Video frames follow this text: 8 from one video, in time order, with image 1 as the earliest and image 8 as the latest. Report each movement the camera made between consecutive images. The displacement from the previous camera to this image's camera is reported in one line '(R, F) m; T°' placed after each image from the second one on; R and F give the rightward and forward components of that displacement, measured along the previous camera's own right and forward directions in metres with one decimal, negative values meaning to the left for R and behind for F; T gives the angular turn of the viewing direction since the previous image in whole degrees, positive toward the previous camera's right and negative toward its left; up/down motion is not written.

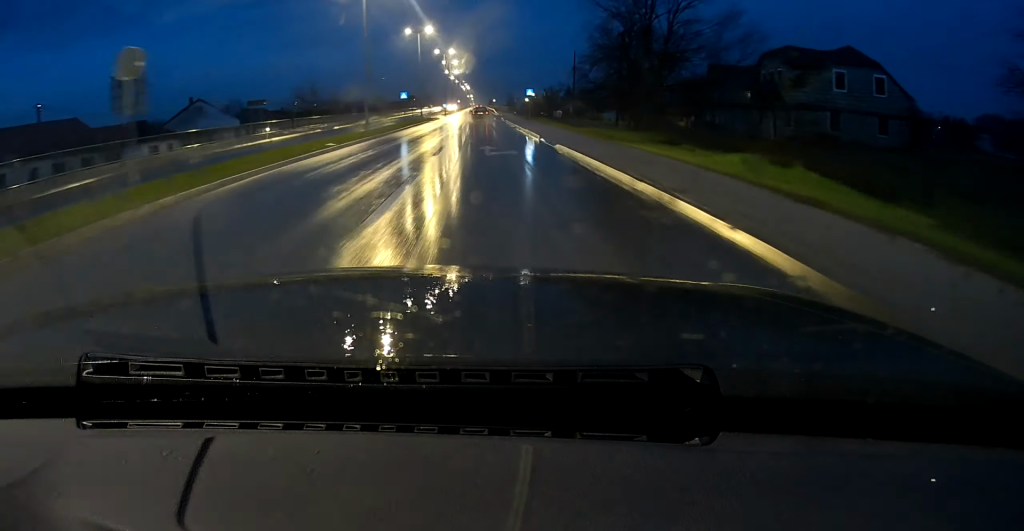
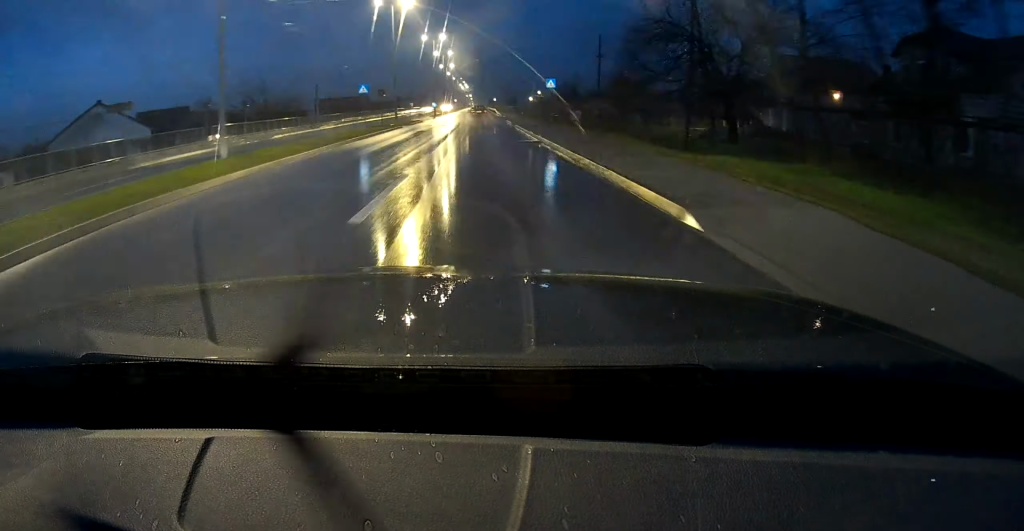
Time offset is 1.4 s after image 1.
(+0.1, +20.6) m; 0°
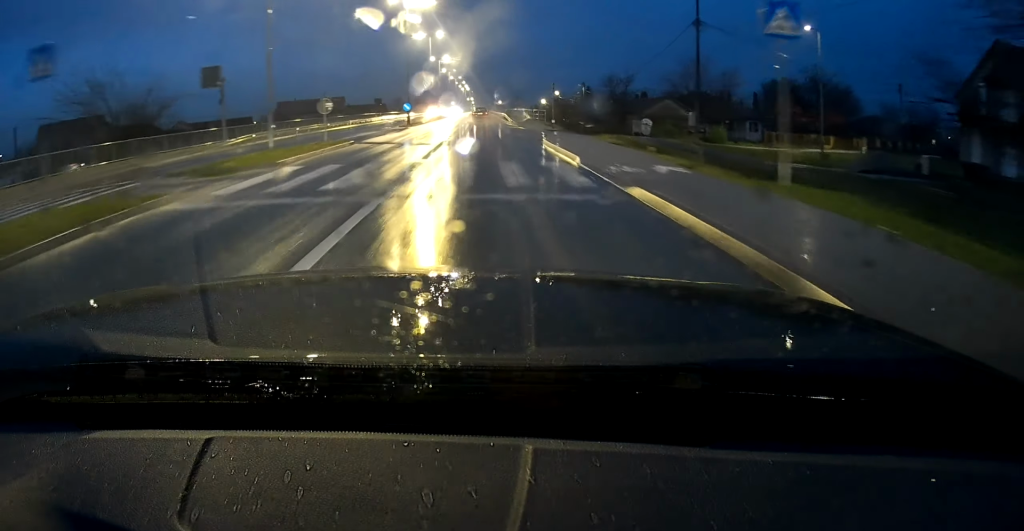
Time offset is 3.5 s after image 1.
(-0.1, +32.2) m; 0°
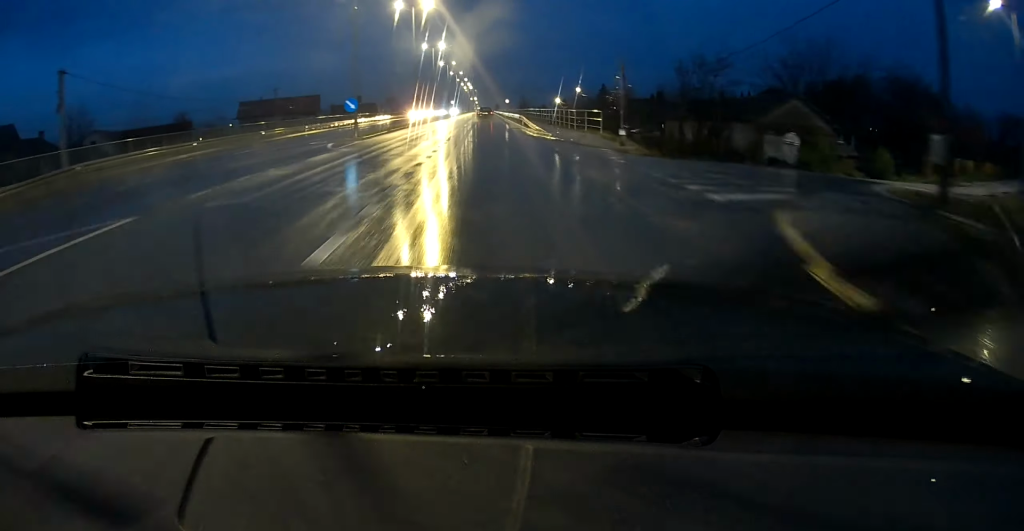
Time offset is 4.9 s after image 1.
(-0.1, +22.7) m; 0°
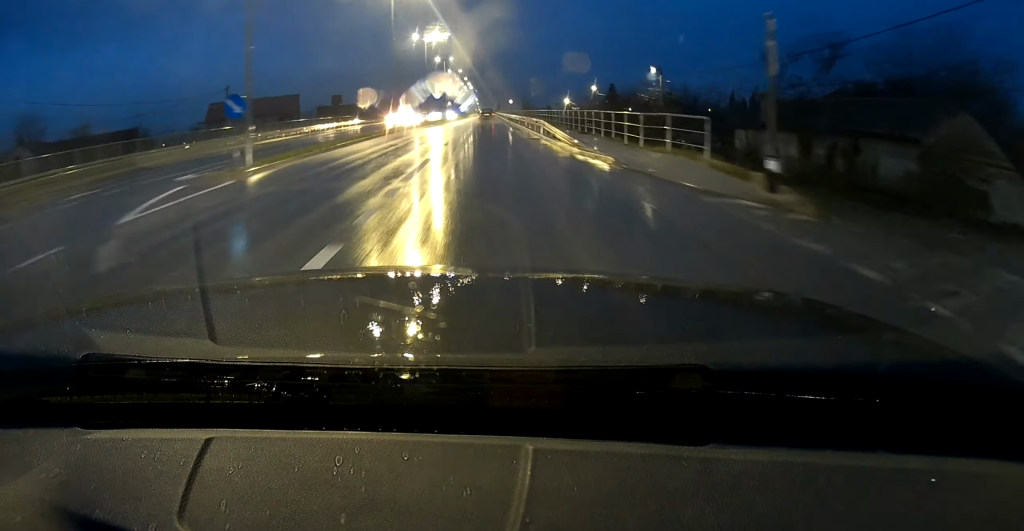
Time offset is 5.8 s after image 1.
(0.0, +13.5) m; 0°
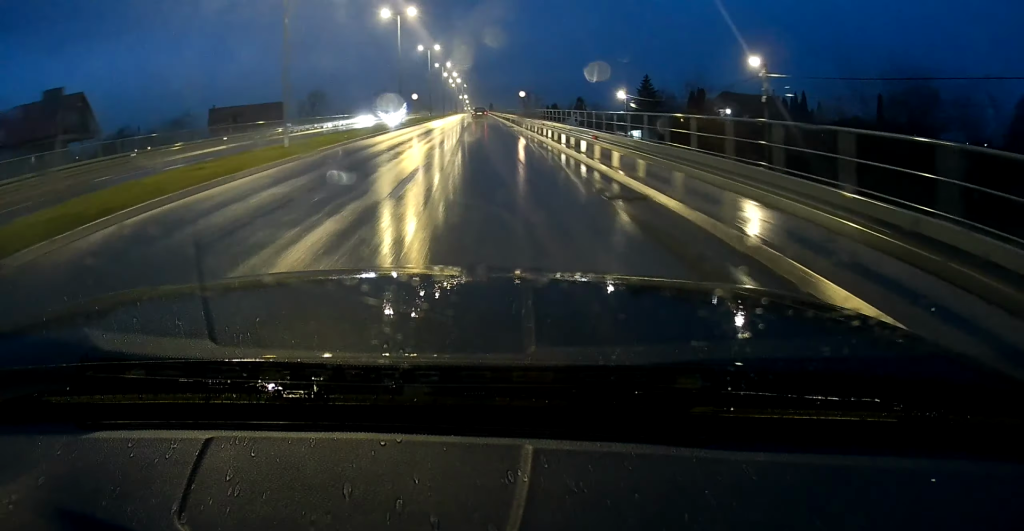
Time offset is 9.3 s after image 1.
(0.0, +54.2) m; +1°
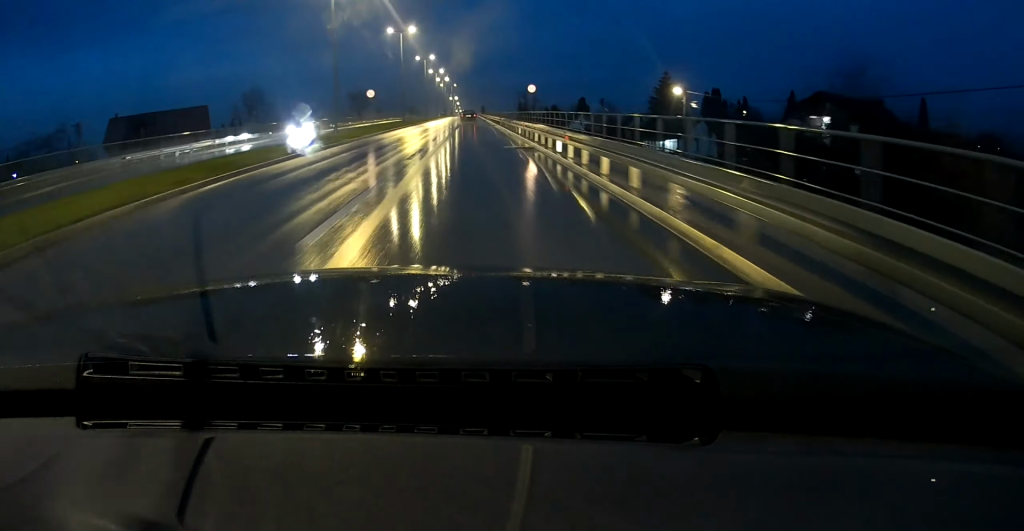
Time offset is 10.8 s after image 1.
(+0.2, +23.7) m; 0°
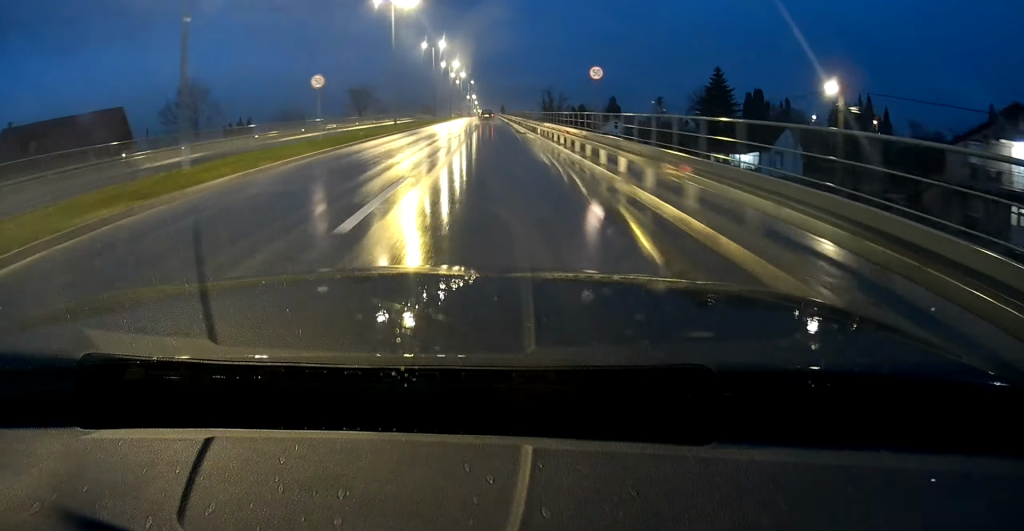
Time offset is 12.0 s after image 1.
(-0.1, +20.2) m; 0°
